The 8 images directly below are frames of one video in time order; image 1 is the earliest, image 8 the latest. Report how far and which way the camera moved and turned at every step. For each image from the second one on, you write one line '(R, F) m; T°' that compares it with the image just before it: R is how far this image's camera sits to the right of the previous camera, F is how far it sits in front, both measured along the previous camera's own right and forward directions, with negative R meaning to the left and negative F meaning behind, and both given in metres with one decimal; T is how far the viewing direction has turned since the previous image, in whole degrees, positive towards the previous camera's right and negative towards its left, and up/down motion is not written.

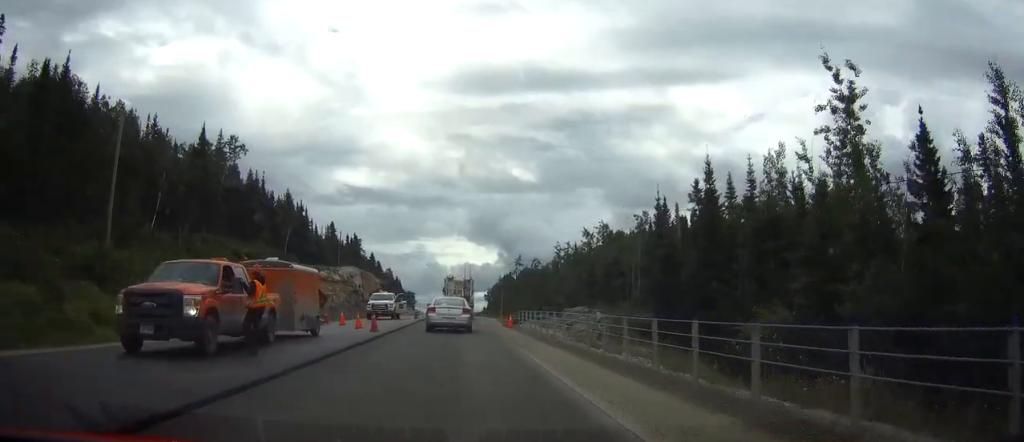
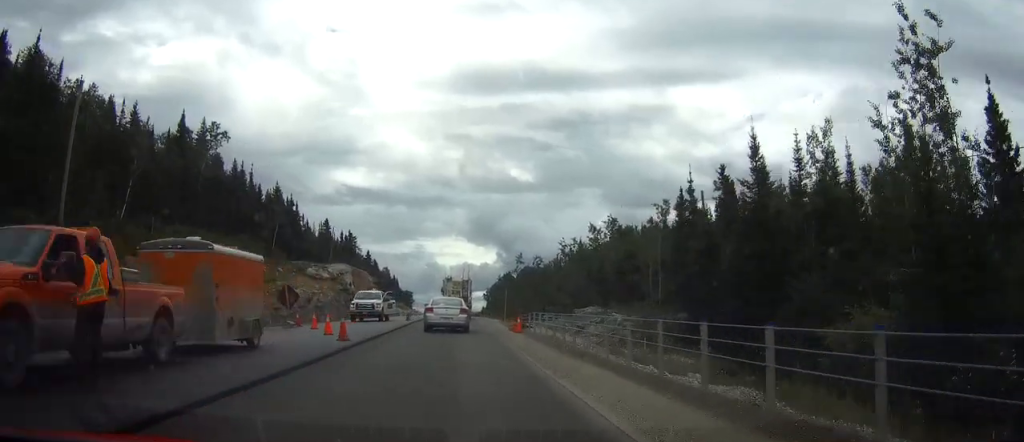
(0.0, +6.5) m; 0°
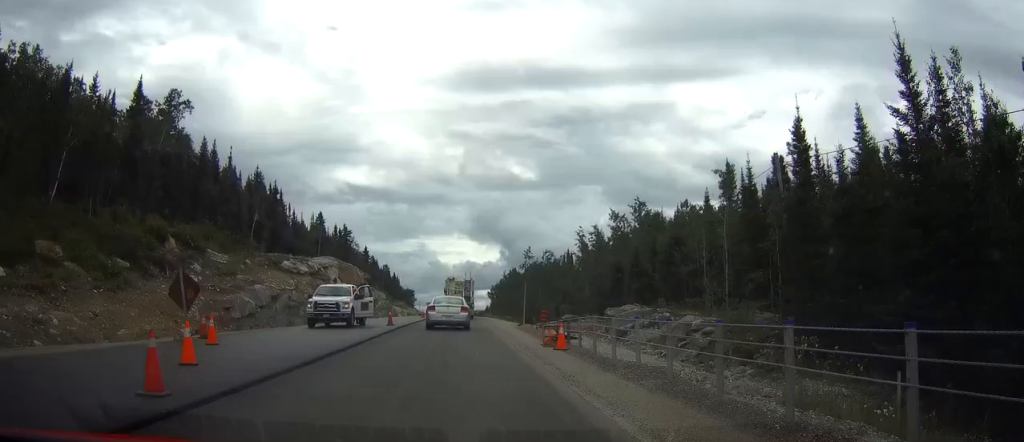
(+0.1, +12.8) m; 0°
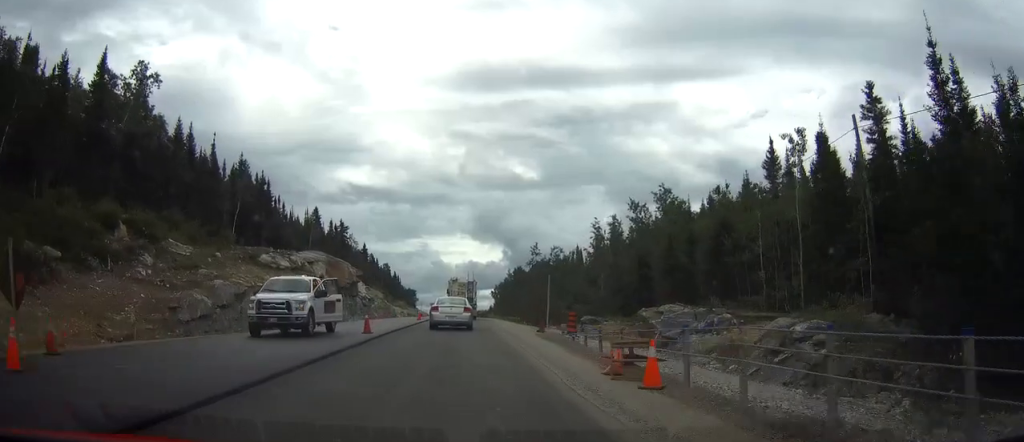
(0.0, +8.8) m; 0°
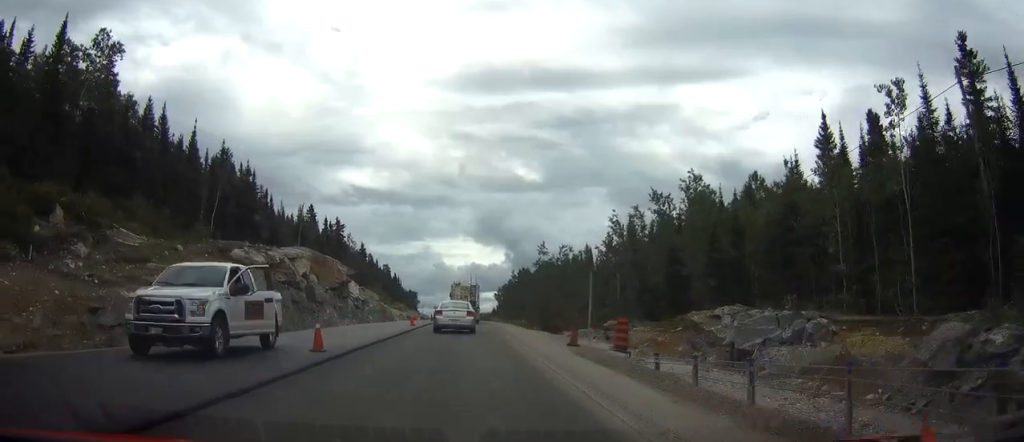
(0.0, +8.4) m; 0°
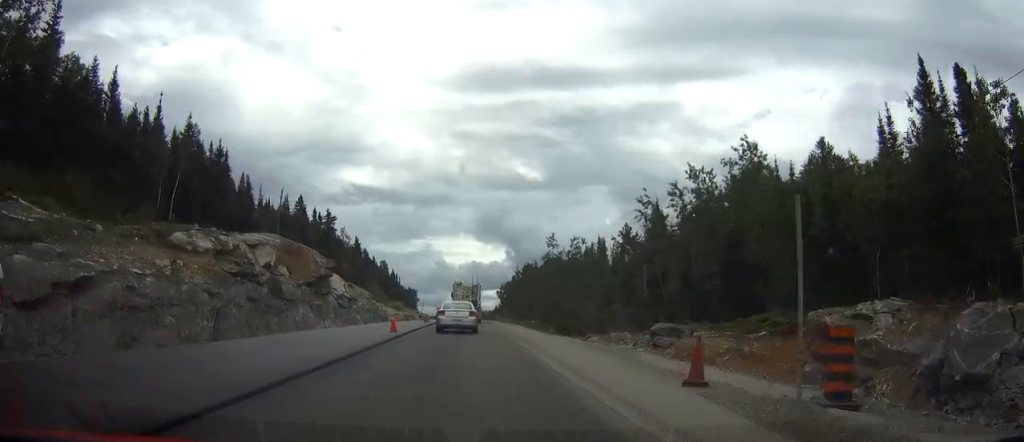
(-0.1, +11.9) m; 0°
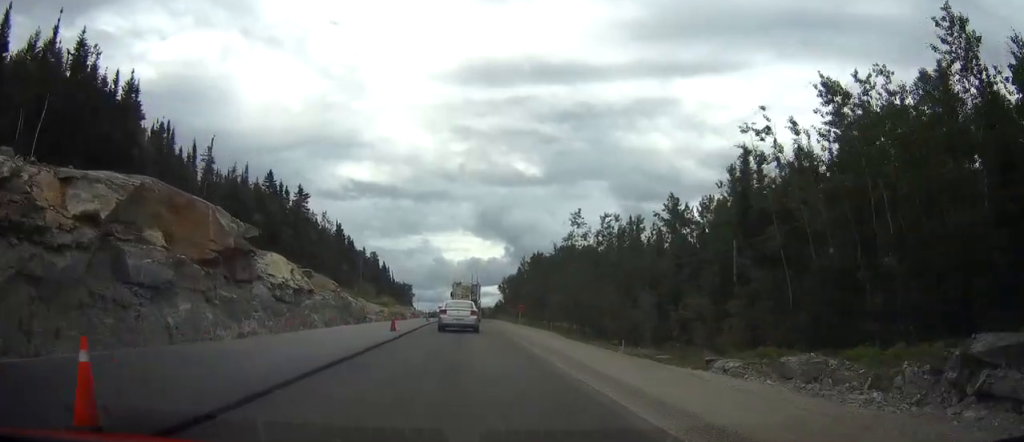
(+0.1, +24.5) m; 0°
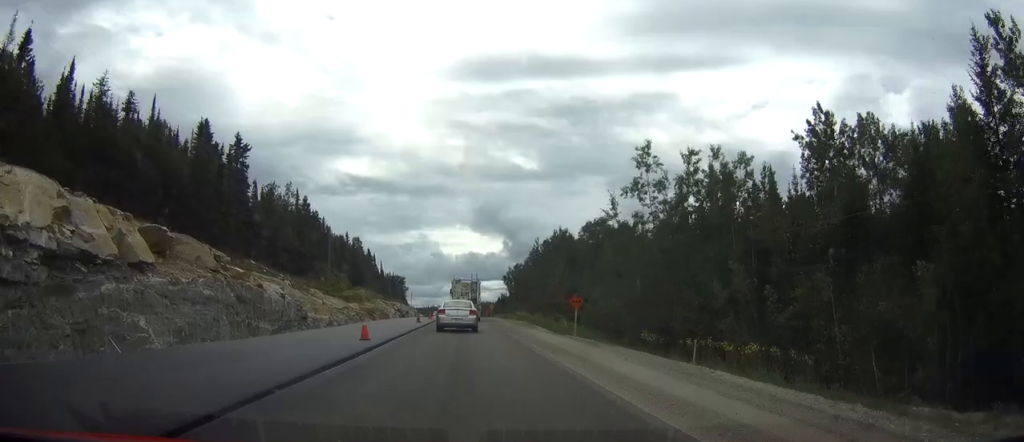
(-0.2, +34.1) m; 0°
